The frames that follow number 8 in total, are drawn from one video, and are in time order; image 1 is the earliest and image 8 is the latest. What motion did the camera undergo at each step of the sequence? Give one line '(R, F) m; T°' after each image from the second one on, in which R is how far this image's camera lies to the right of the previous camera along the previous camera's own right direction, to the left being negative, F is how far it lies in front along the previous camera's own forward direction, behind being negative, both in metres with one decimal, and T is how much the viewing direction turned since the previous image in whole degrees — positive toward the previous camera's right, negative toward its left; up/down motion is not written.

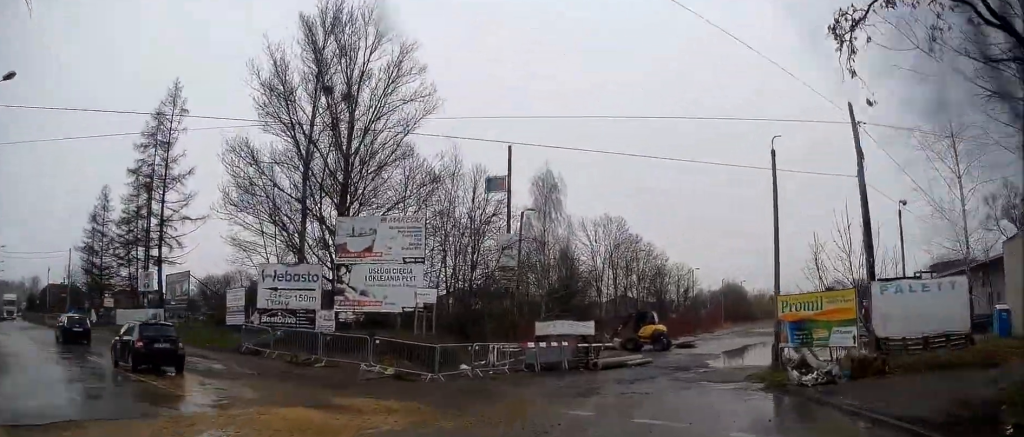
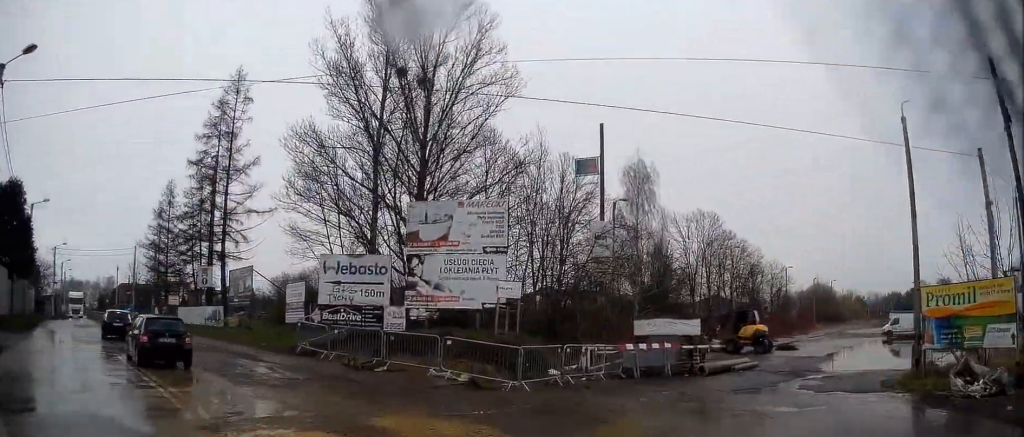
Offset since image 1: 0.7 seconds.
(-0.1, +3.2) m; -6°
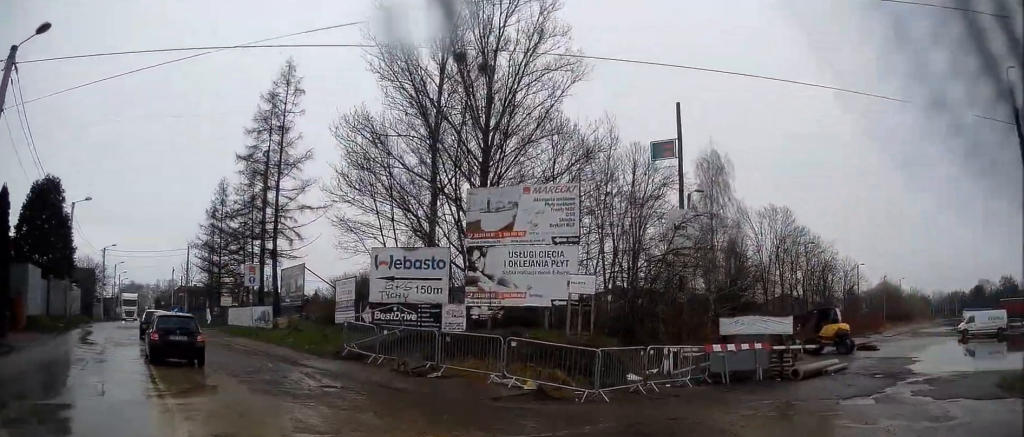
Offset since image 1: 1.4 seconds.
(-0.2, +2.3) m; -7°
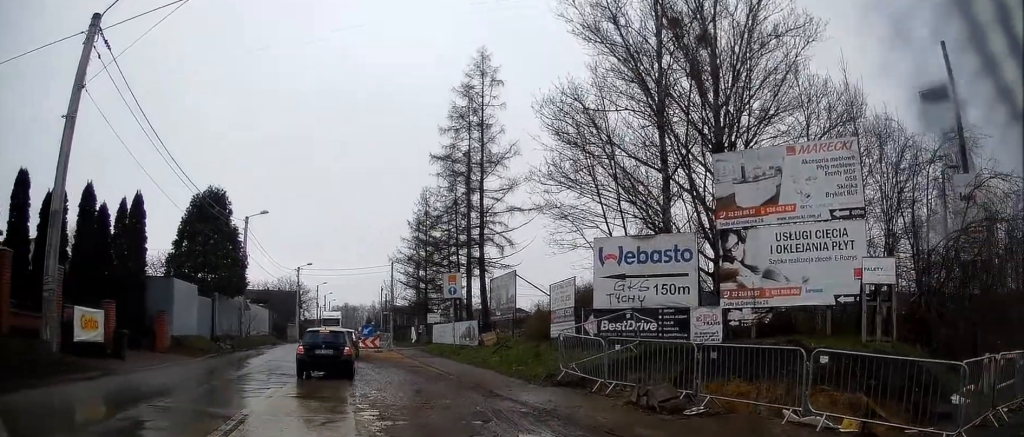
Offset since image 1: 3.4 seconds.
(-1.3, +5.3) m; -25°
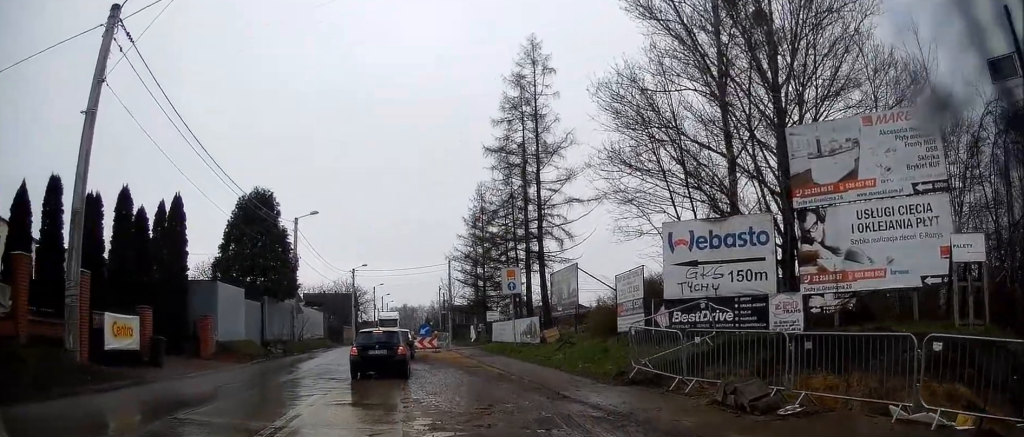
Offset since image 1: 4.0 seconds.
(-0.1, +1.3) m; -4°
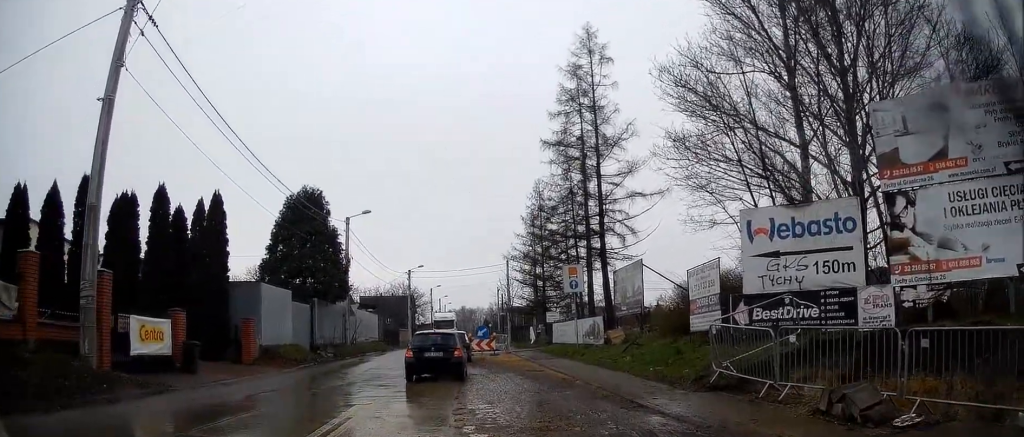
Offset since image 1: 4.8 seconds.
(+0.1, +1.5) m; -4°
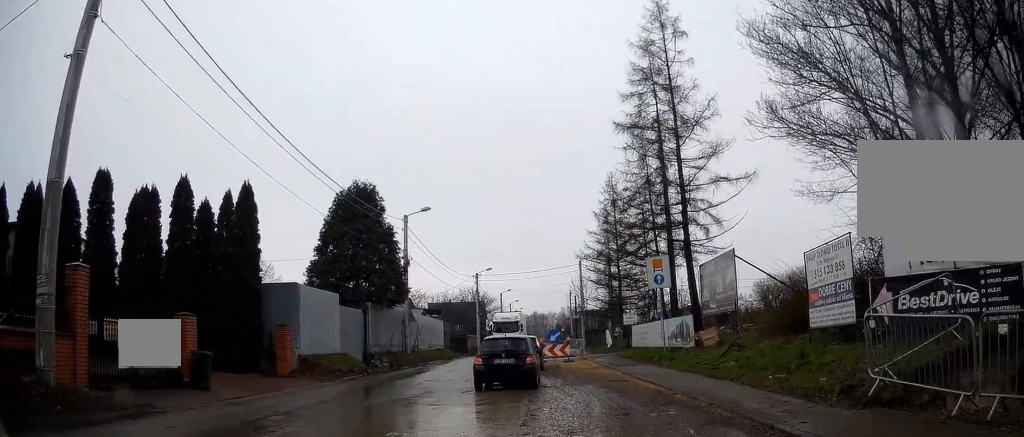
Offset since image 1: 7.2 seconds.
(-0.7, +3.0) m; 0°
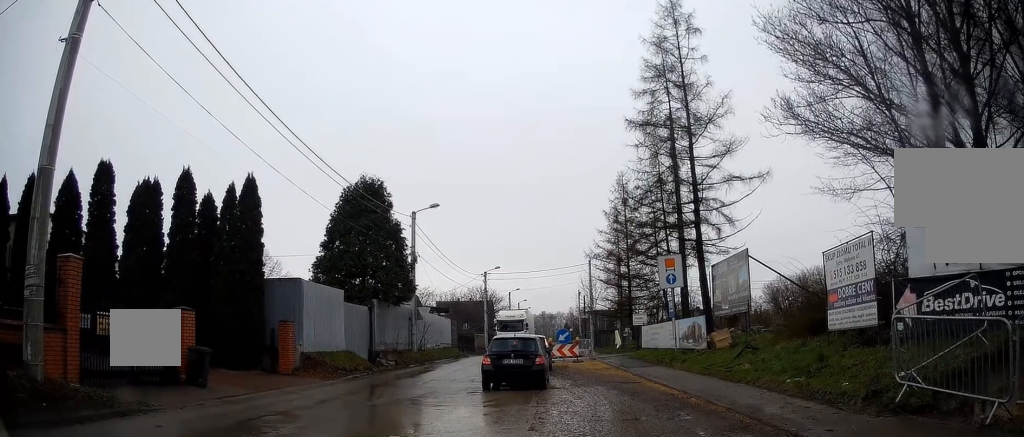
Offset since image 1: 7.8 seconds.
(-0.2, +0.4) m; 0°
